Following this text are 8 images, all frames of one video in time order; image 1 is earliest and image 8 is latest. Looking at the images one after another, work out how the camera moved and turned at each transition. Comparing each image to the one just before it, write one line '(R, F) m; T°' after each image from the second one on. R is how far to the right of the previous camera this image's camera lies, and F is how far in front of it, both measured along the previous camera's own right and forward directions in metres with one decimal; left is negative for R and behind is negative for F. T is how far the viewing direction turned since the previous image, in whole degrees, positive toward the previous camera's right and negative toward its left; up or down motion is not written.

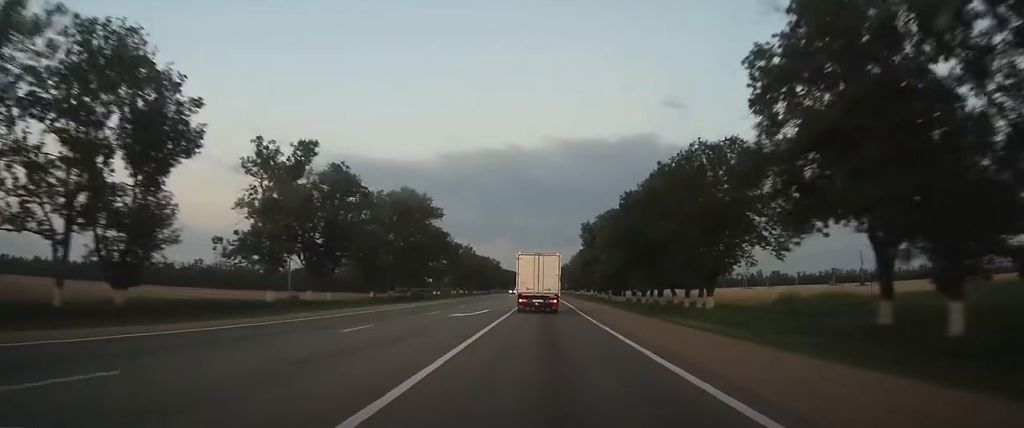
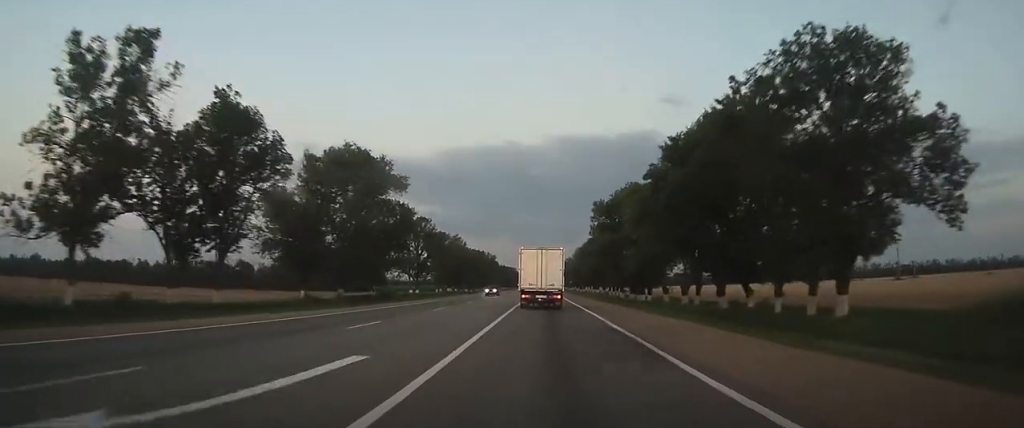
(+0.1, +23.5) m; 0°
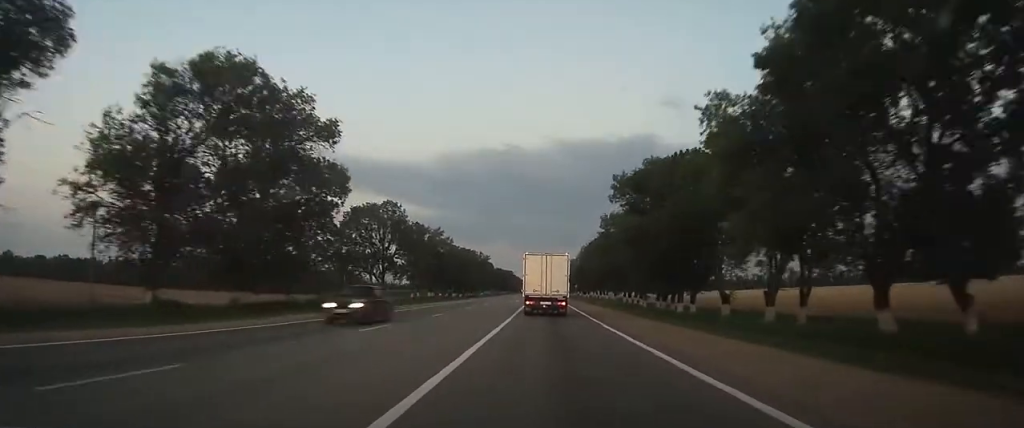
(-0.1, +23.3) m; 0°
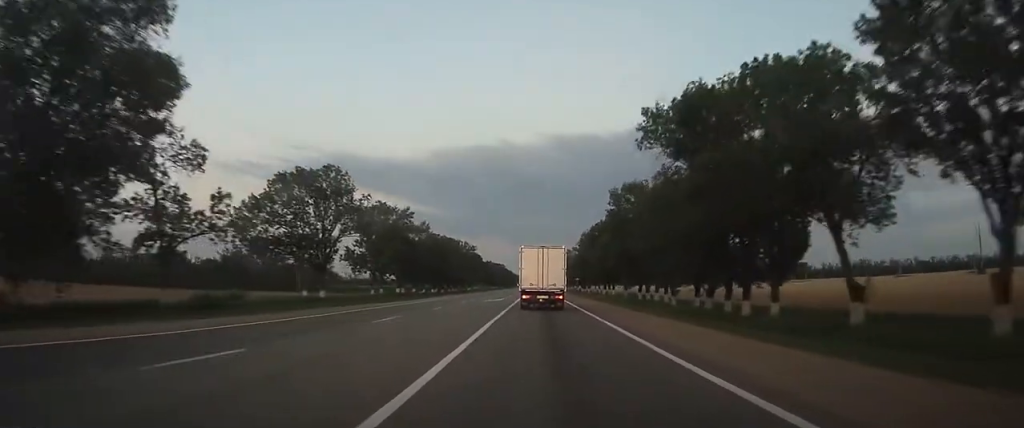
(+0.2, +21.6) m; +1°
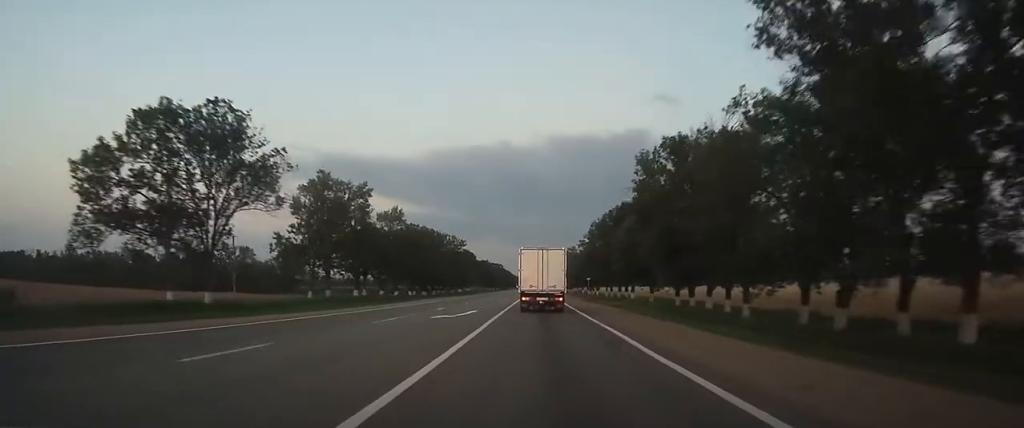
(0.0, +22.9) m; 0°
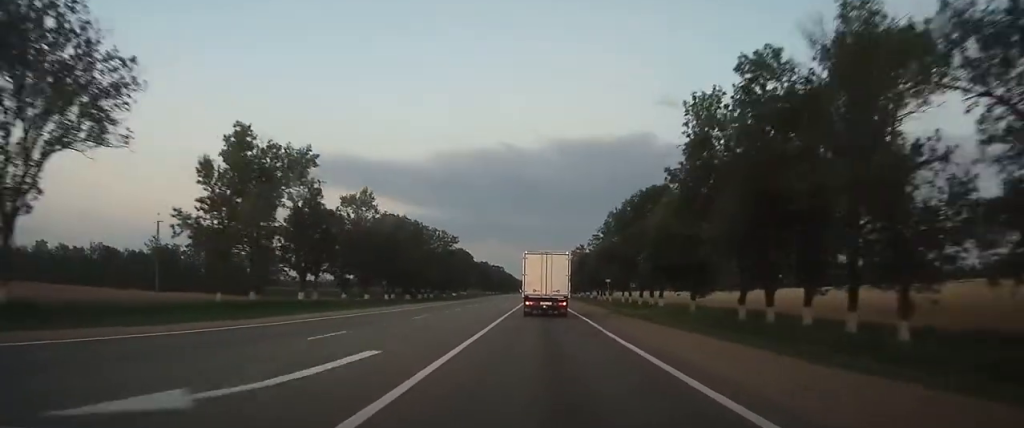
(0.0, +18.9) m; 0°
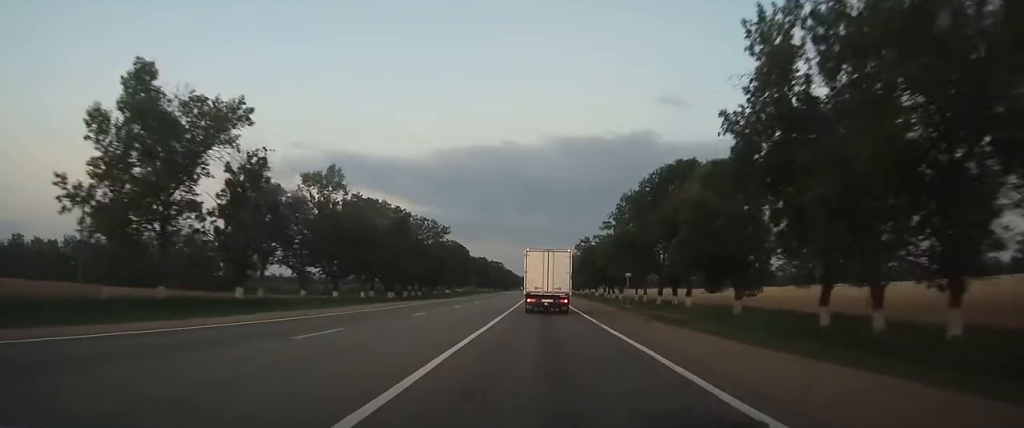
(0.0, +12.8) m; 0°
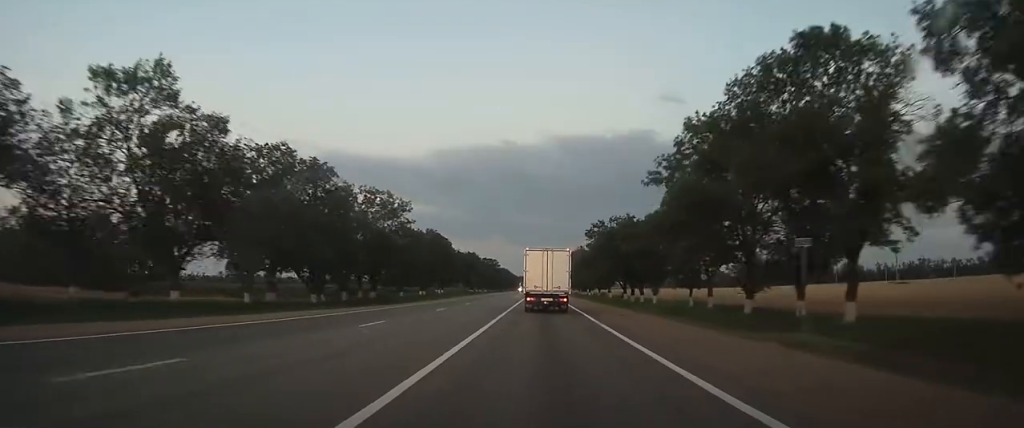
(-0.1, +31.6) m; 0°
